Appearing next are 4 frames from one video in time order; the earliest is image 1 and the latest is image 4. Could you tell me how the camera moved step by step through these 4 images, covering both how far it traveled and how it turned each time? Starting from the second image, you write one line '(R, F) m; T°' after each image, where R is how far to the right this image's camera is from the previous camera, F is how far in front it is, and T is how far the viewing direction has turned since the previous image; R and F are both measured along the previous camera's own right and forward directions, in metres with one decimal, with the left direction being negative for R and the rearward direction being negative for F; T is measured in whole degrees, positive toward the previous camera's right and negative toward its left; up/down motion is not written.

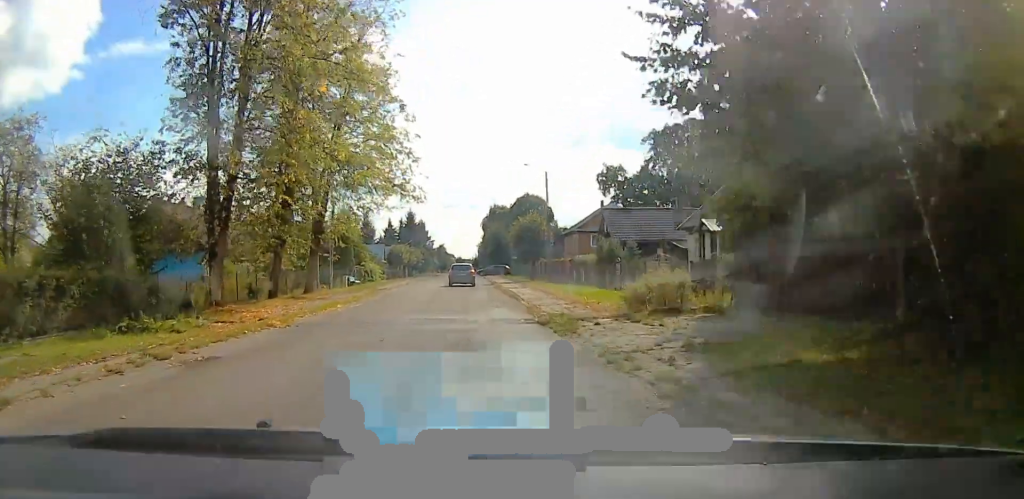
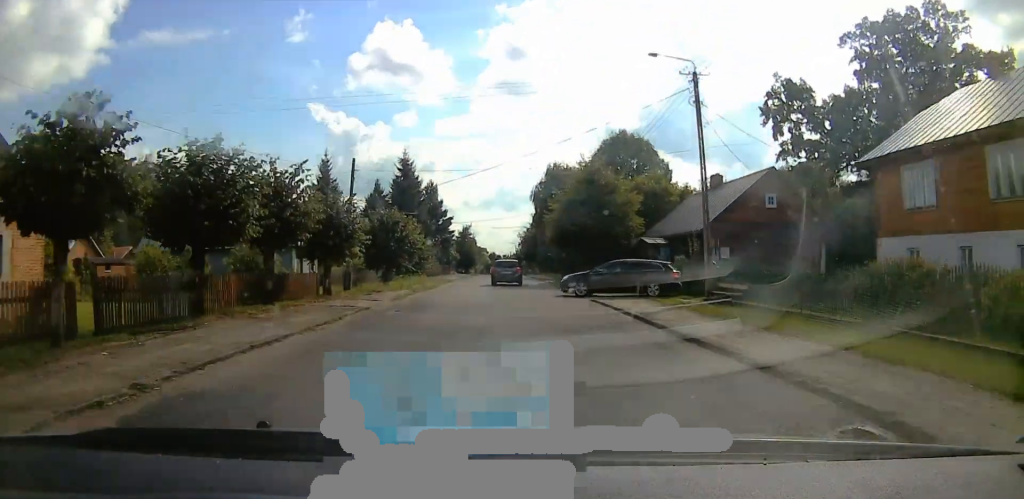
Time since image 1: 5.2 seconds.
(-7.7, +63.8) m; -7°
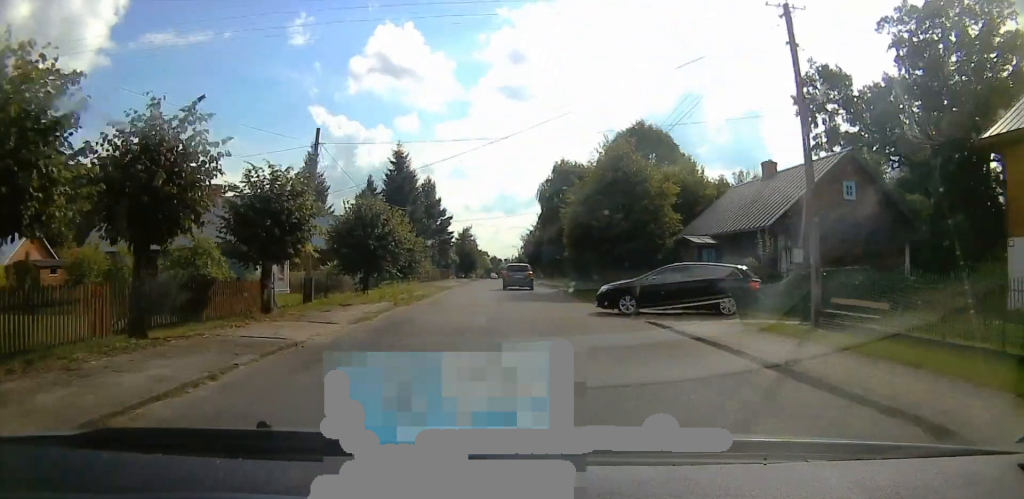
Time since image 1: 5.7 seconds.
(0.0, +7.5) m; 0°
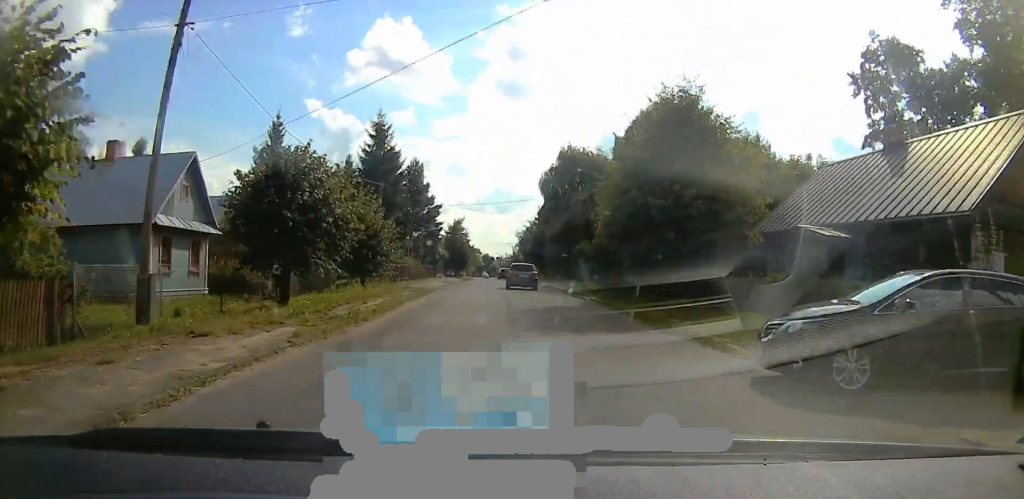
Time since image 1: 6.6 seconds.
(0.0, +11.5) m; 0°
